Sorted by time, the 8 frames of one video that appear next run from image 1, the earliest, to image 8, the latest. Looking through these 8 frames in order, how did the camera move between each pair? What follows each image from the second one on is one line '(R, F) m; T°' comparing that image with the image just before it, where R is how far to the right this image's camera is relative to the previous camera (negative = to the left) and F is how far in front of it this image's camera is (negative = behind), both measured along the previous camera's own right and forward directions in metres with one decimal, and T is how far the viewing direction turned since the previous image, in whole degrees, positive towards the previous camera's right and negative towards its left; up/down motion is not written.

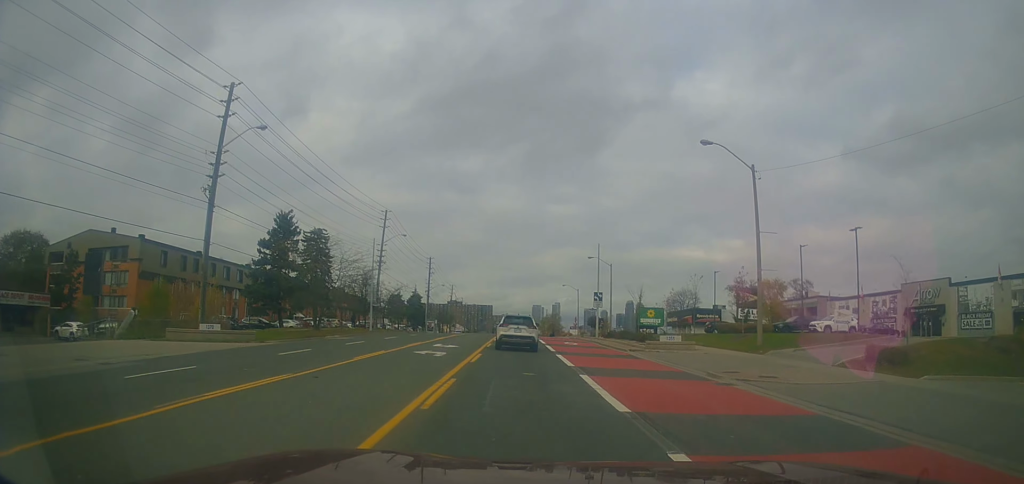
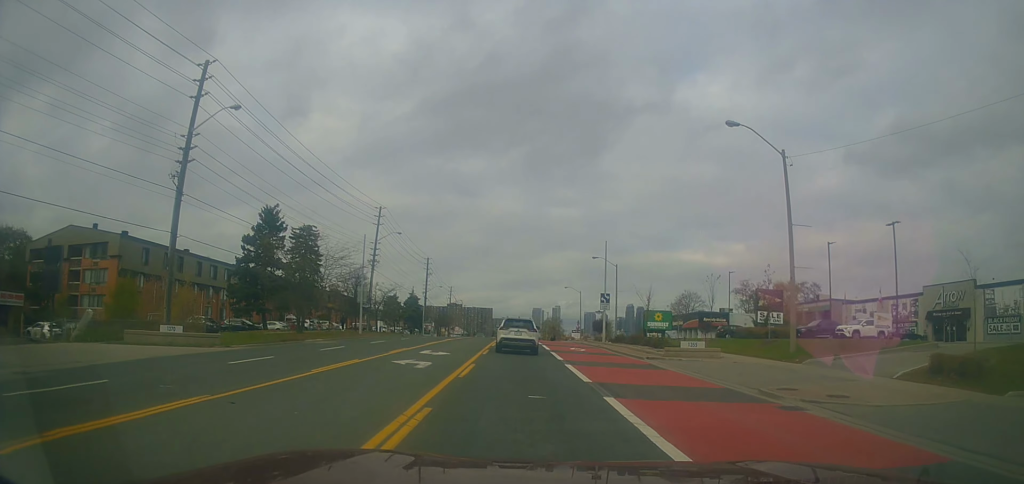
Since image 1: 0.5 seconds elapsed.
(-0.1, +3.9) m; 0°
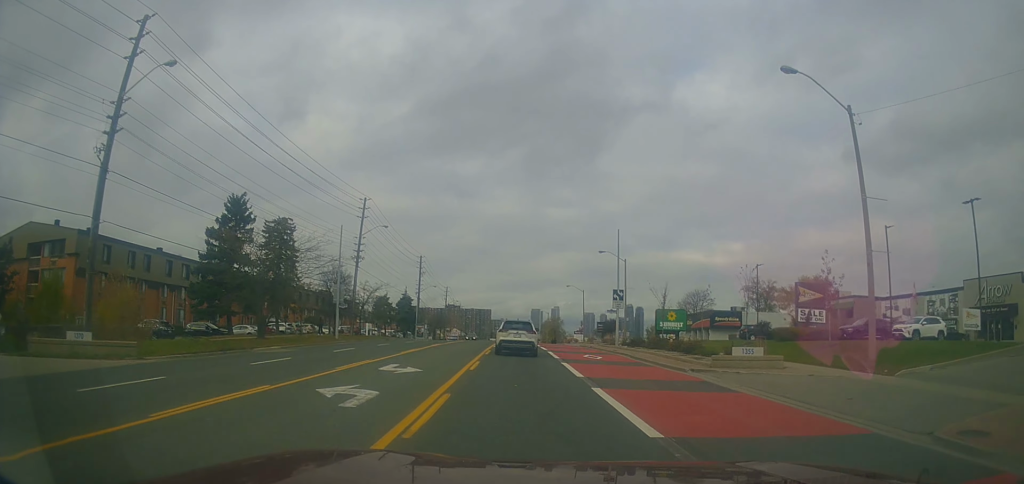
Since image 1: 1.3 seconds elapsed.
(0.0, +6.8) m; +1°
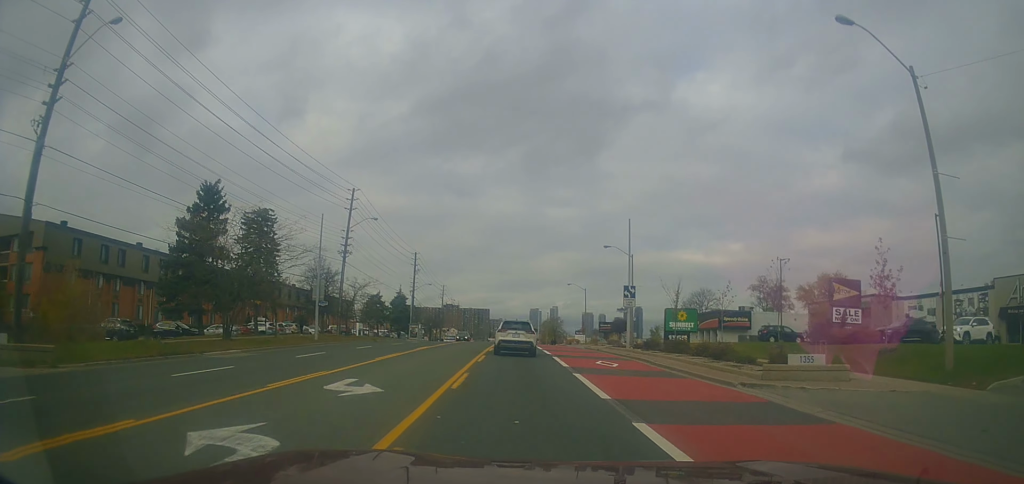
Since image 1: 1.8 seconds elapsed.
(+0.1, +4.6) m; +1°
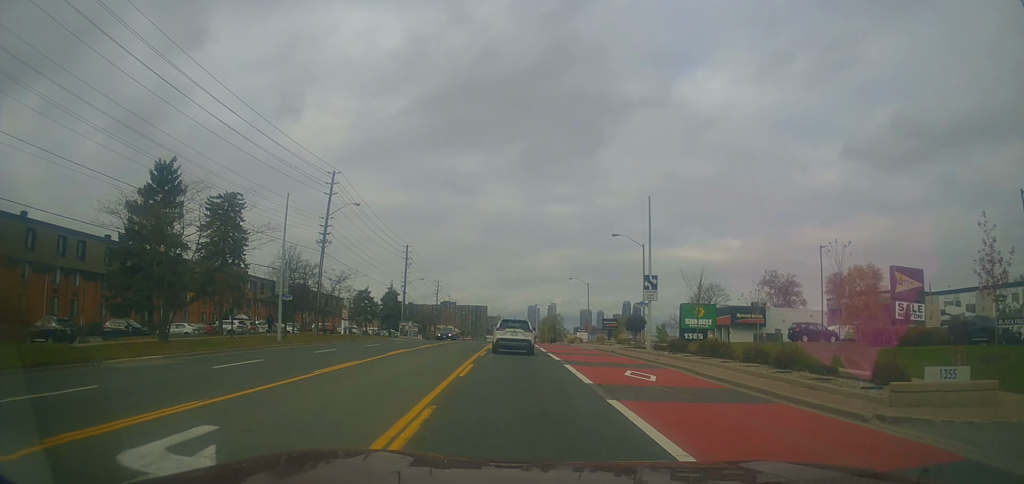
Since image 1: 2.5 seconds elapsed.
(0.0, +6.6) m; 0°
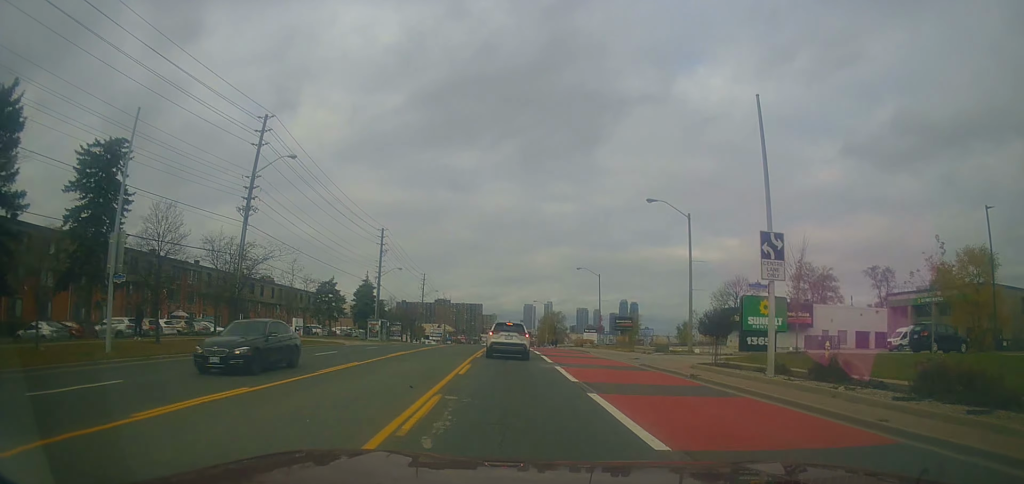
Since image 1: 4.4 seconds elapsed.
(-0.2, +16.9) m; -2°
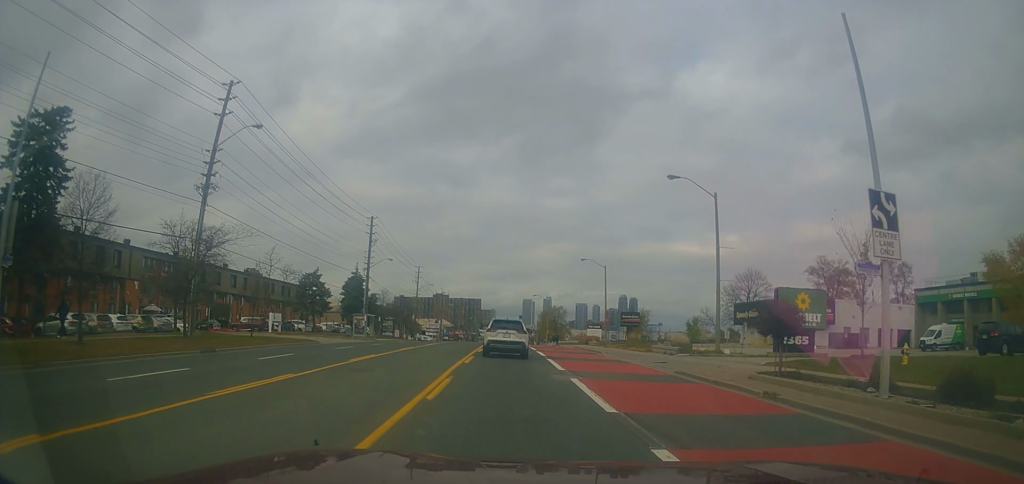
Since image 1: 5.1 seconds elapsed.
(-0.1, +6.2) m; -1°
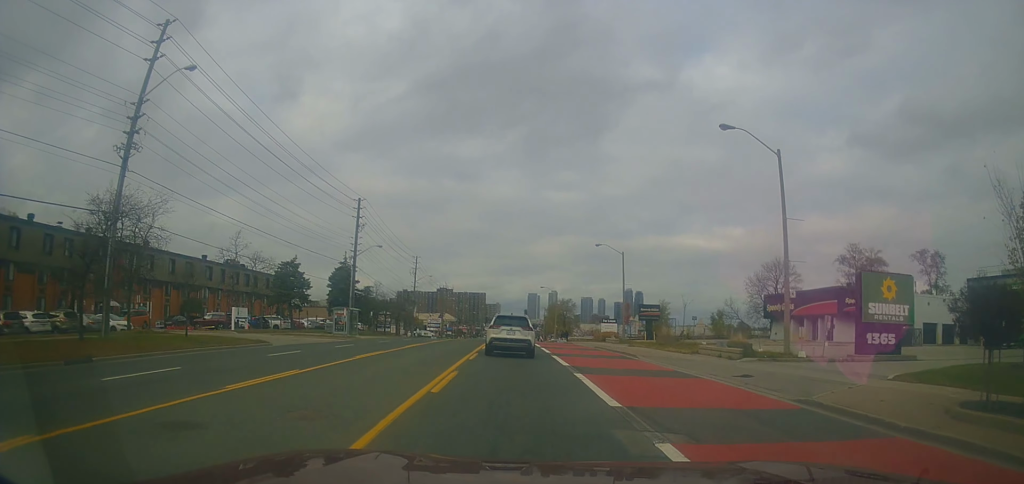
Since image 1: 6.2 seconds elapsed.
(0.0, +9.5) m; +3°
